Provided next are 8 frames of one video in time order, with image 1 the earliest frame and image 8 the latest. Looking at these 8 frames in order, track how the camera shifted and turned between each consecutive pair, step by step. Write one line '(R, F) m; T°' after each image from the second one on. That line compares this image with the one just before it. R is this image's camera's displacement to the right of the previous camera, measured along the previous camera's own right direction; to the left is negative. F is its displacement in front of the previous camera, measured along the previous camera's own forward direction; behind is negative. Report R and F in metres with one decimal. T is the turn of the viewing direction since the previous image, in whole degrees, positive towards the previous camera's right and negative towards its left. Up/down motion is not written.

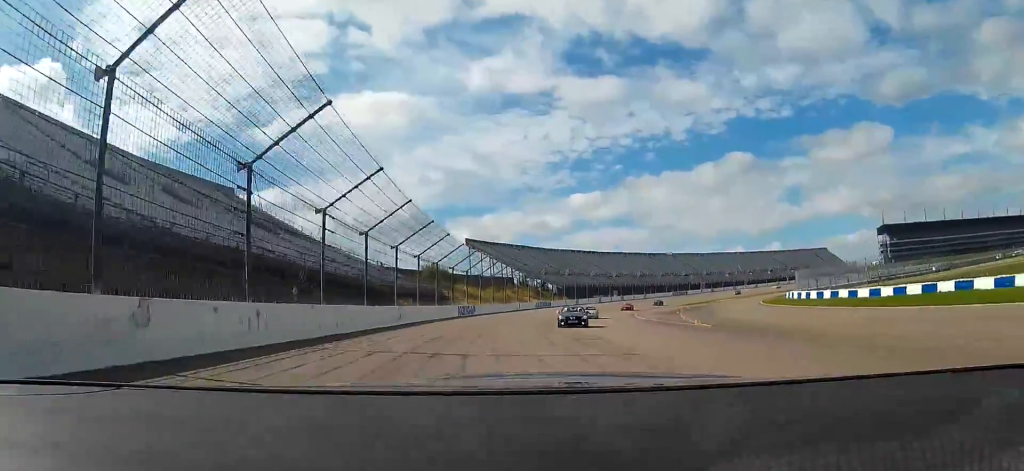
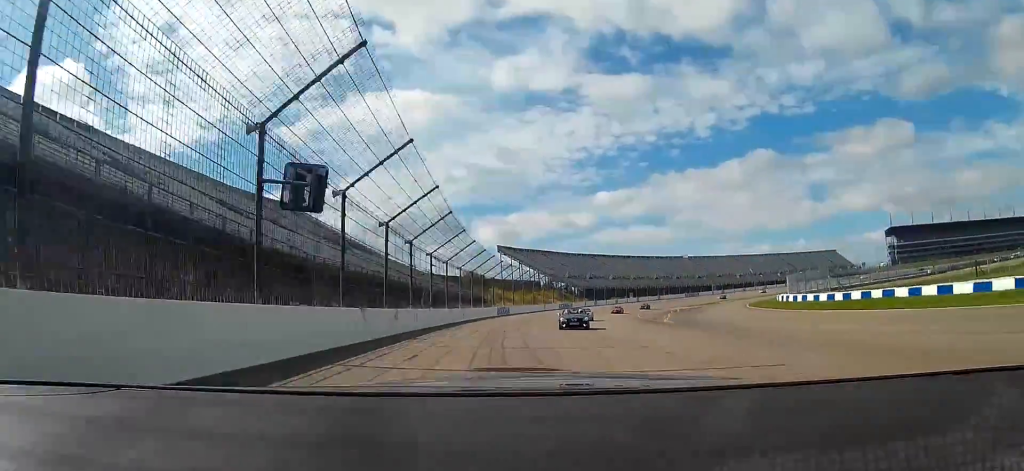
(-0.7, +19.6) m; -2°
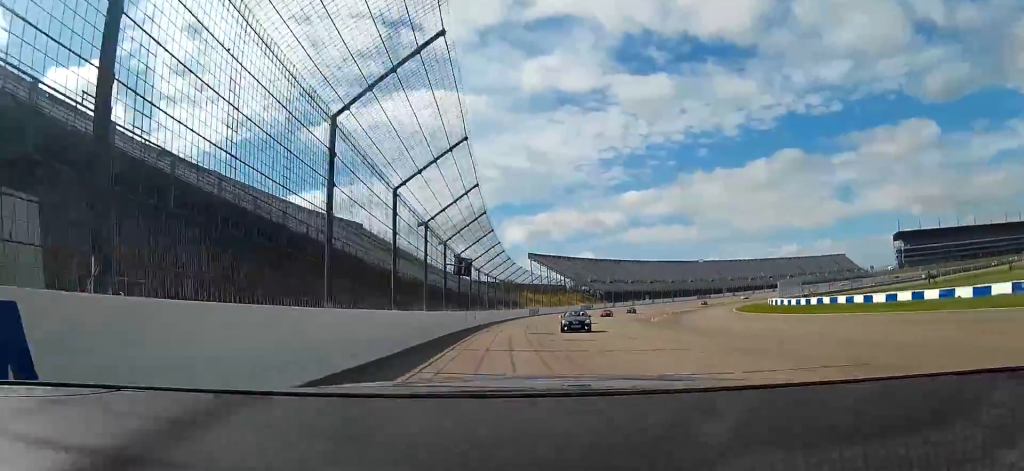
(+0.5, +23.4) m; -1°
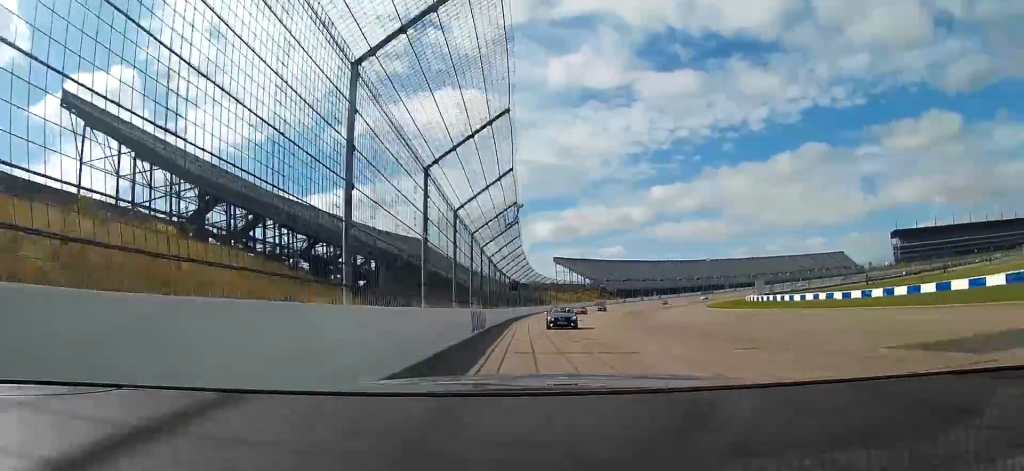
(-1.3, +36.8) m; -2°
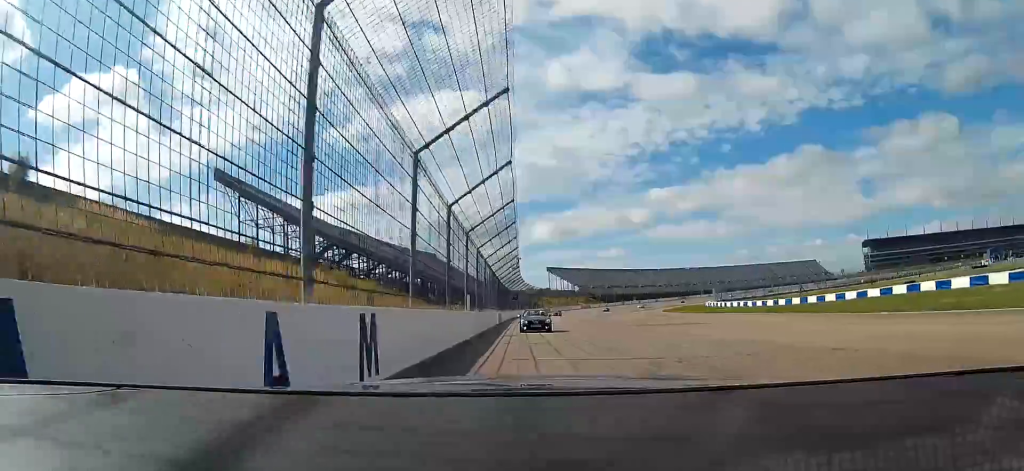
(0.0, +37.8) m; 0°
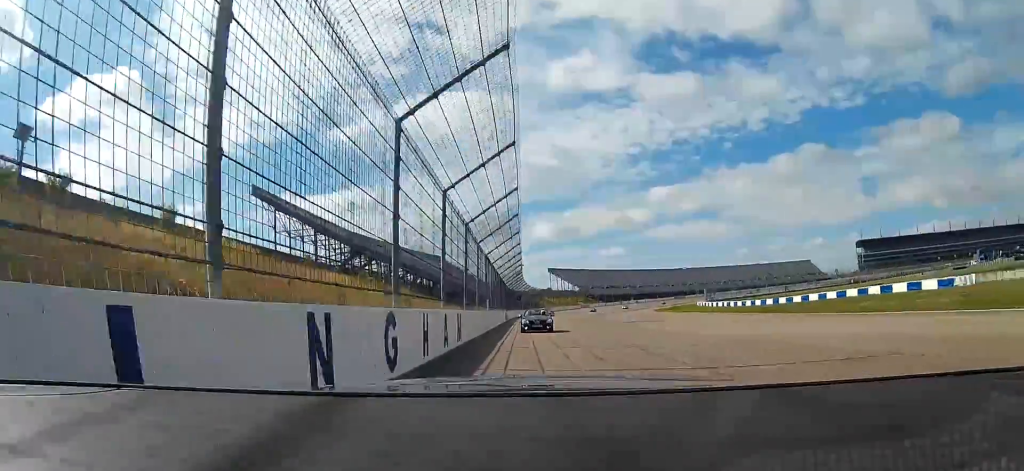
(0.0, +13.2) m; 0°
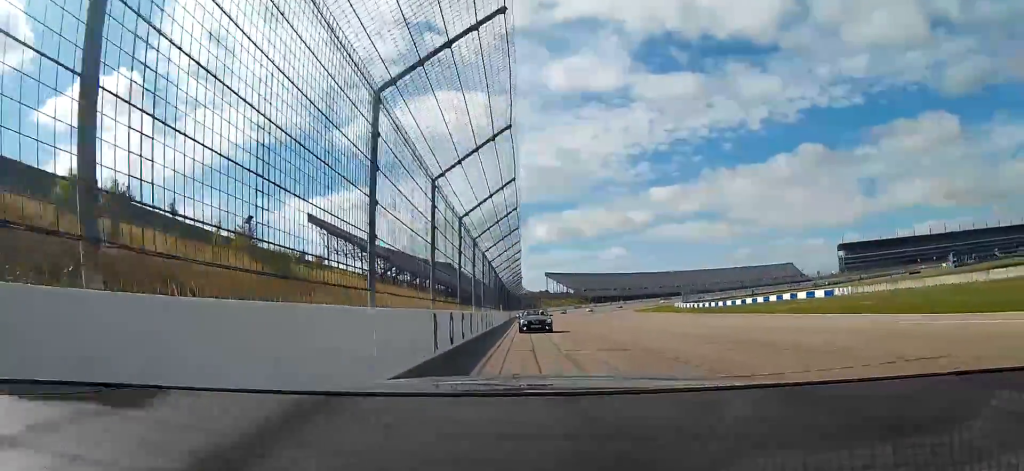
(-0.1, +29.3) m; 0°
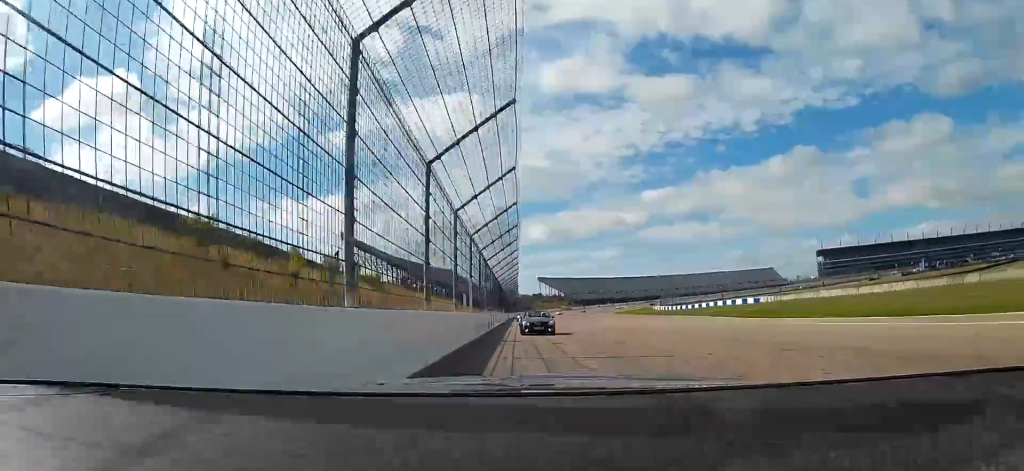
(+0.1, +28.3) m; 0°
